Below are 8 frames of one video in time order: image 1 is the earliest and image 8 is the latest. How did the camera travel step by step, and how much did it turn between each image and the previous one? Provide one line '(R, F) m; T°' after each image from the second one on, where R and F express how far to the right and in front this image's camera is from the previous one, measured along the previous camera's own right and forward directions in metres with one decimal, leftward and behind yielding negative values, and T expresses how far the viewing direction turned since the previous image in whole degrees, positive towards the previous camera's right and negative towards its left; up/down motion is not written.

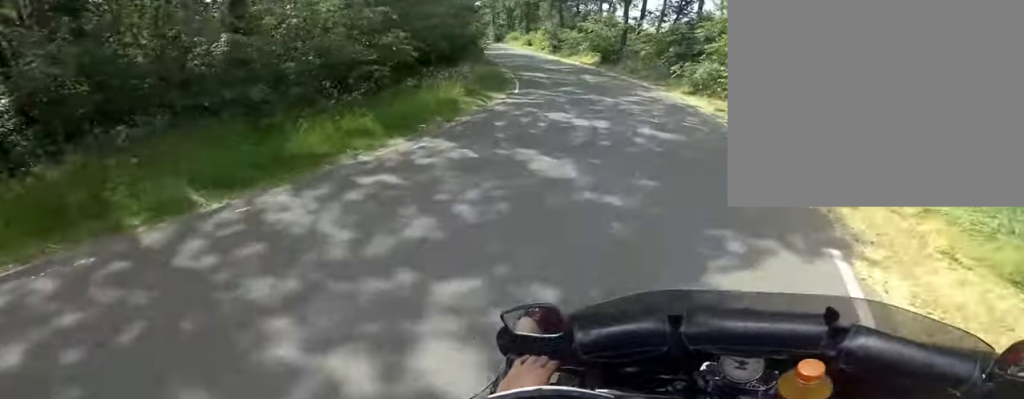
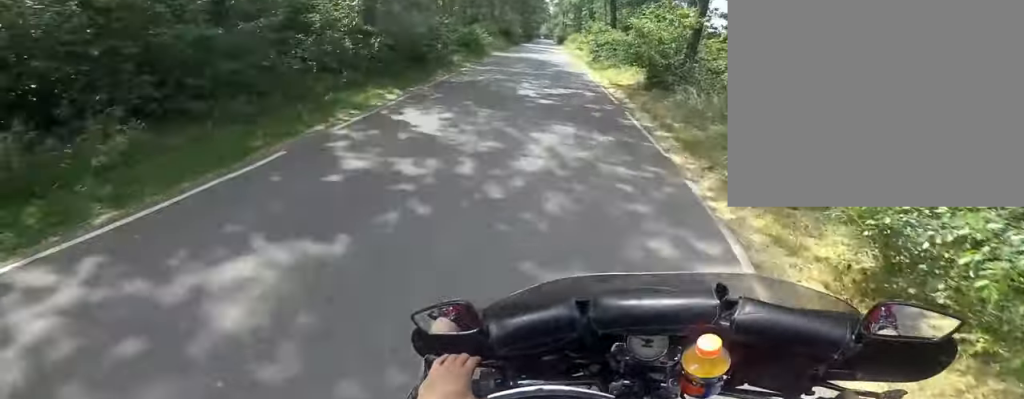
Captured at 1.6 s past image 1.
(-0.9, +9.6) m; -27°
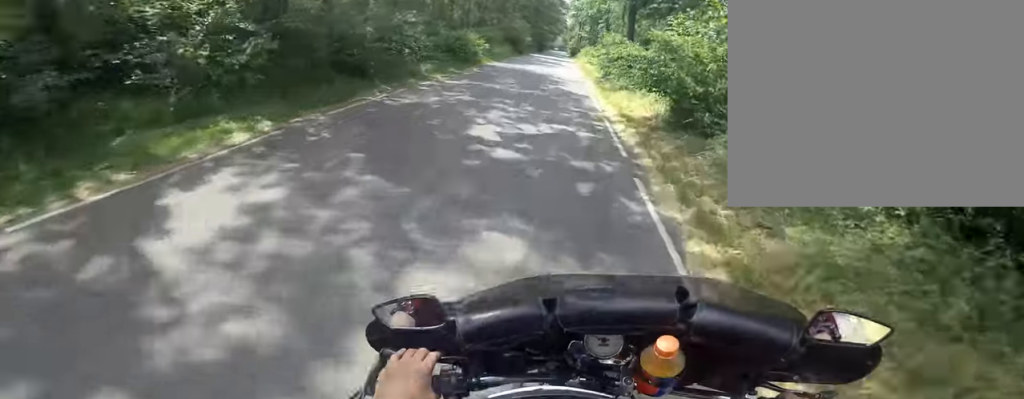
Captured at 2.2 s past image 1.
(-1.1, +3.5) m; -4°
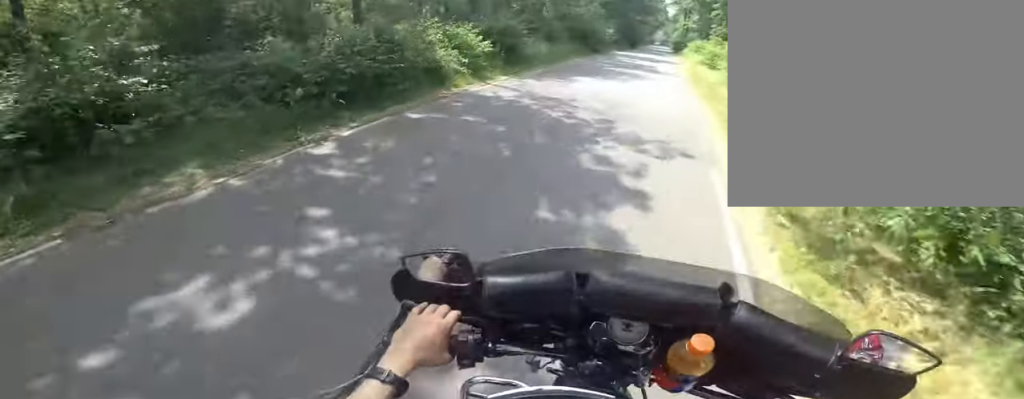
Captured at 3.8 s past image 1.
(-0.2, +11.6) m; -9°
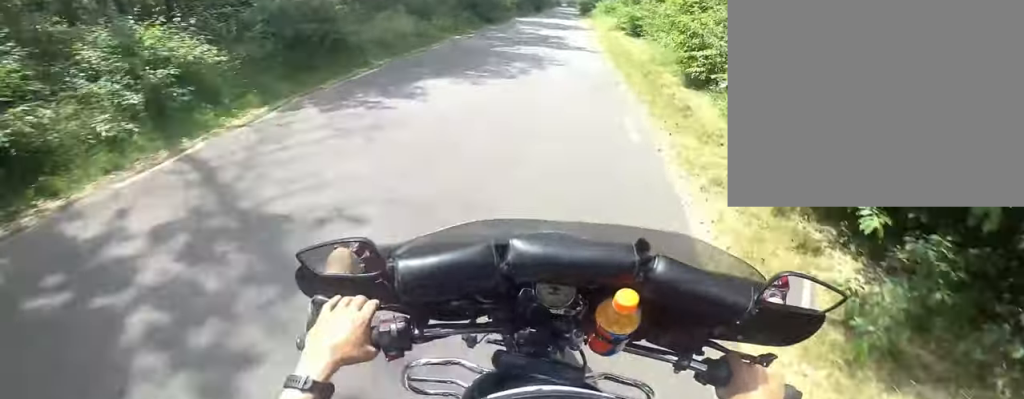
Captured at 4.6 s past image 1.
(-0.8, +5.4) m; -10°
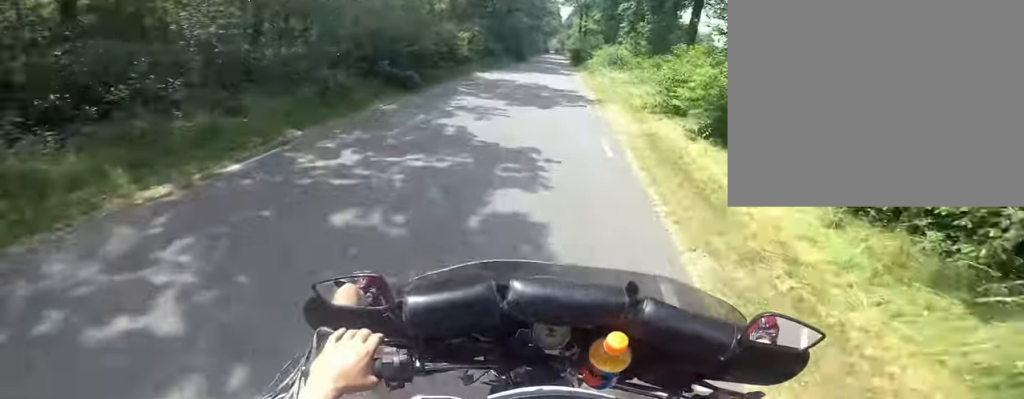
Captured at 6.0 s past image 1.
(-0.5, +11.0) m; -3°
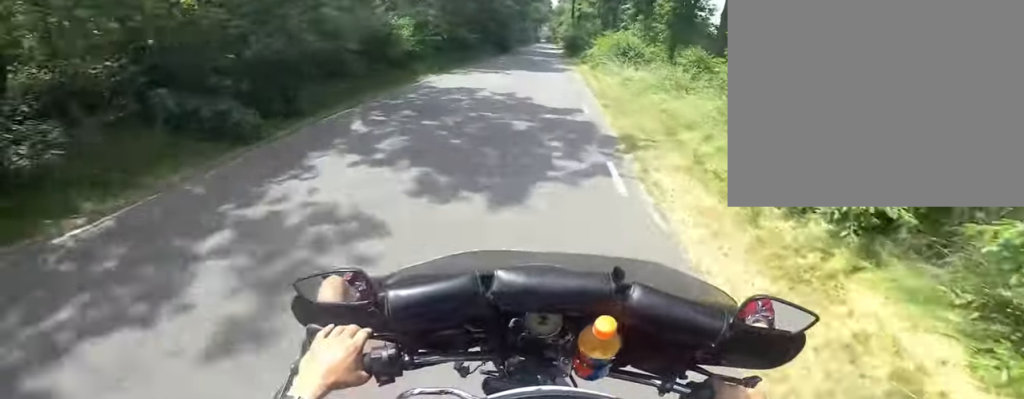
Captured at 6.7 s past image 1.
(-0.1, +6.0) m; +1°
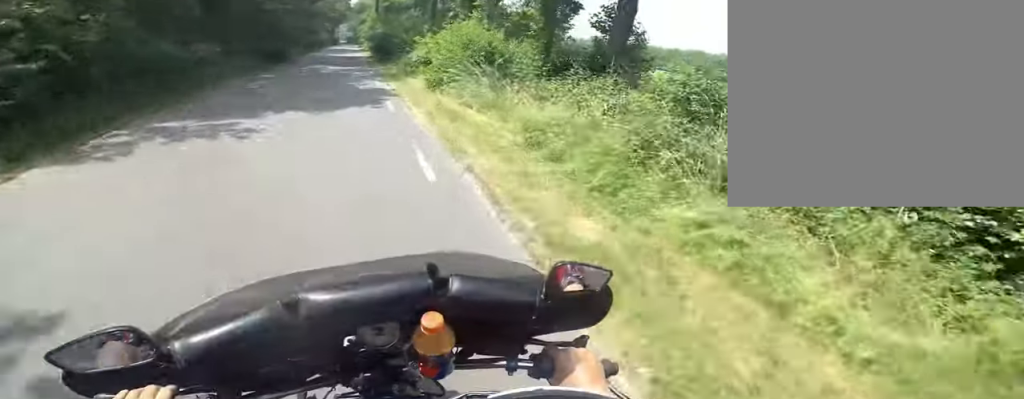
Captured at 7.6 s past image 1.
(+0.3, +7.8) m; +7°
